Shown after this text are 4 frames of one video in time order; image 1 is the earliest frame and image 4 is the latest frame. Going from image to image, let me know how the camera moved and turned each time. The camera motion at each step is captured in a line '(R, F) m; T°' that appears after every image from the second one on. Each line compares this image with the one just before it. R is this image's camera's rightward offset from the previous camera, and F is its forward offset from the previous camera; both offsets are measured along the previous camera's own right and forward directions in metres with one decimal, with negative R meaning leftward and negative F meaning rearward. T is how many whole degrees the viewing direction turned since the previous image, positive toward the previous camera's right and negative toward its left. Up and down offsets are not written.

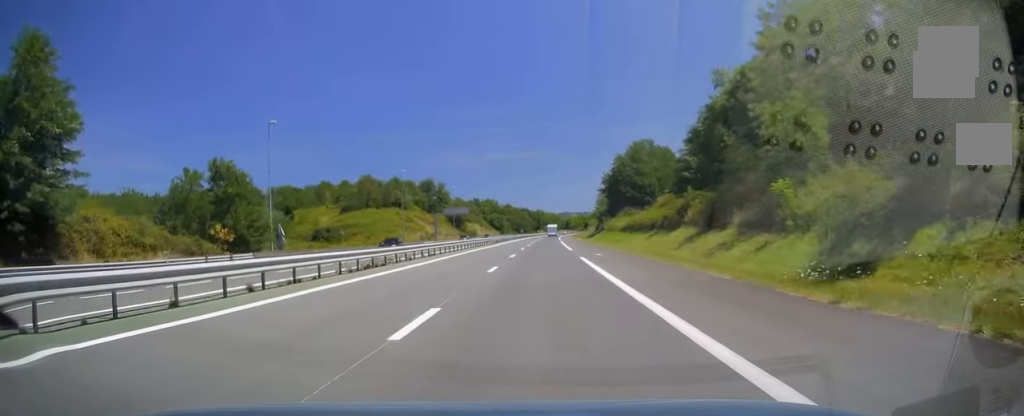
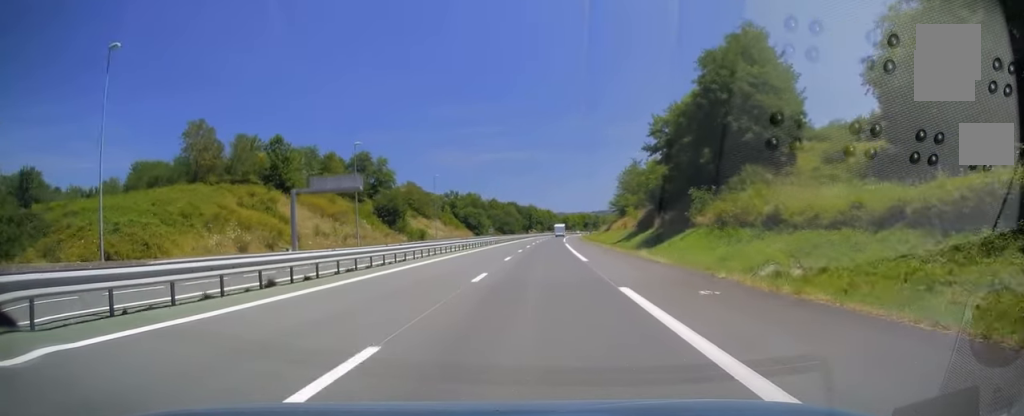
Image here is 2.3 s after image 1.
(+0.2, +67.3) m; +1°
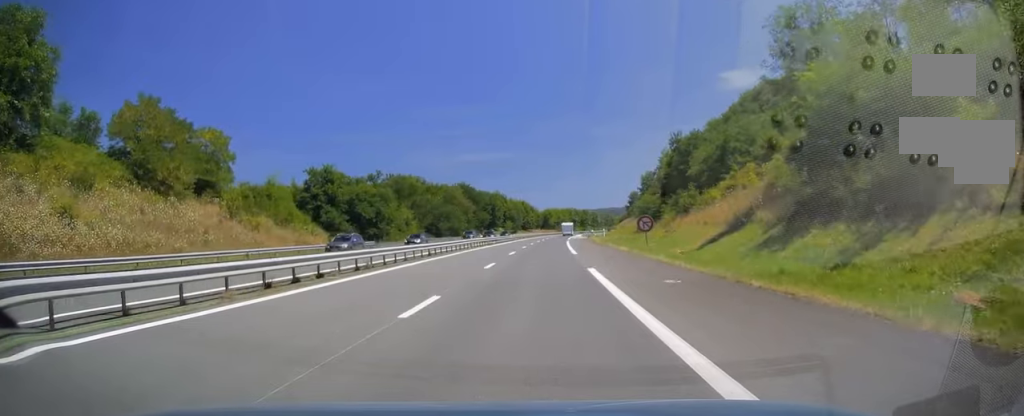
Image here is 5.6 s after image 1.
(+0.9, +97.3) m; +2°
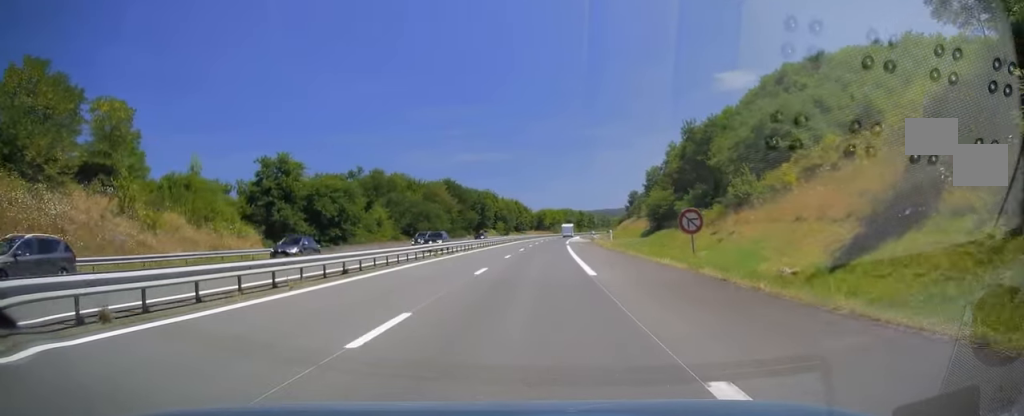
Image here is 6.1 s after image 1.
(+0.2, +15.2) m; +1°
